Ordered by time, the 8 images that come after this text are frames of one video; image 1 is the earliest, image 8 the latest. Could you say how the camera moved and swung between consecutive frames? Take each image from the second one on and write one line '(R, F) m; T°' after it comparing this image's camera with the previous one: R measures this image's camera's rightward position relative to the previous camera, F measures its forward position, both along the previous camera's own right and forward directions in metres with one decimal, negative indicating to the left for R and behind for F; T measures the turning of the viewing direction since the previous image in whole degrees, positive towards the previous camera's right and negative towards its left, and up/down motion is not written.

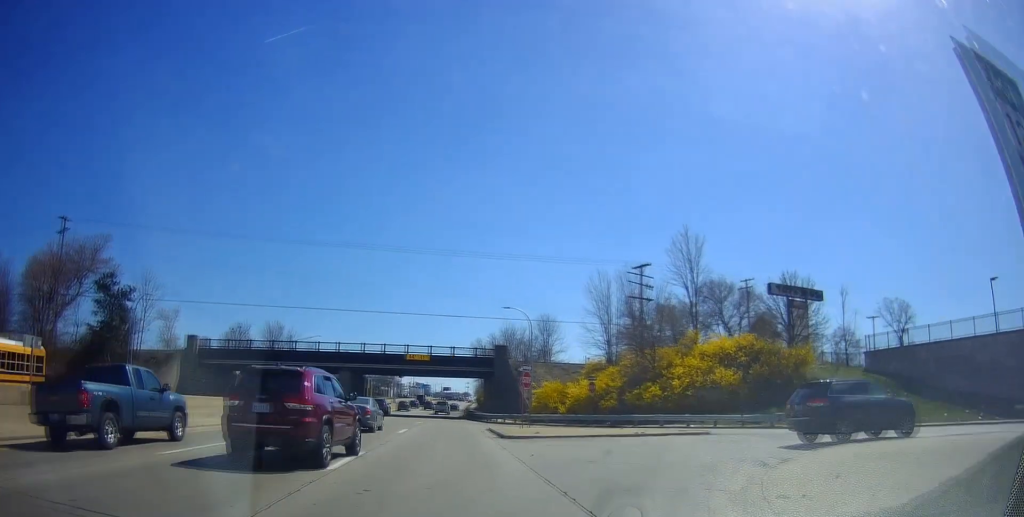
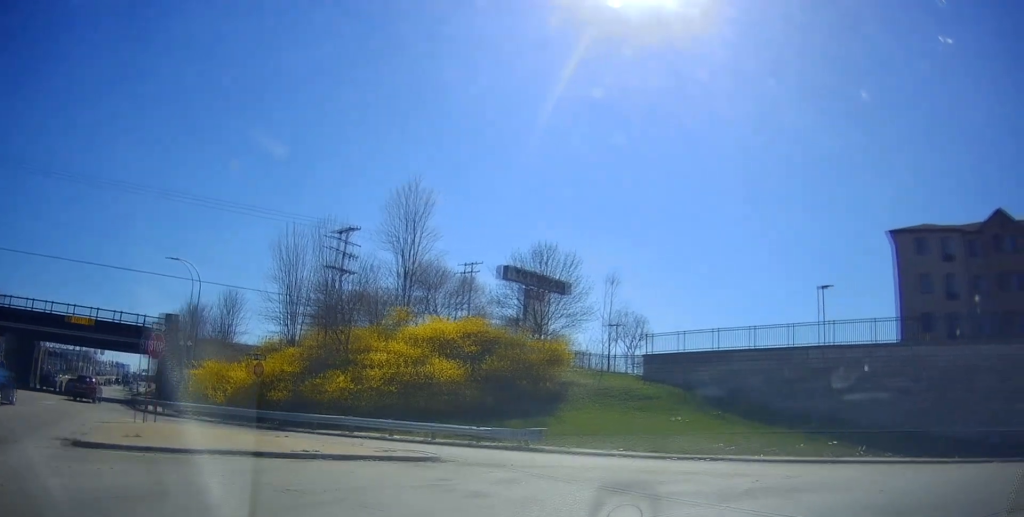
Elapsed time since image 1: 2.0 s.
(+1.6, +14.8) m; +27°
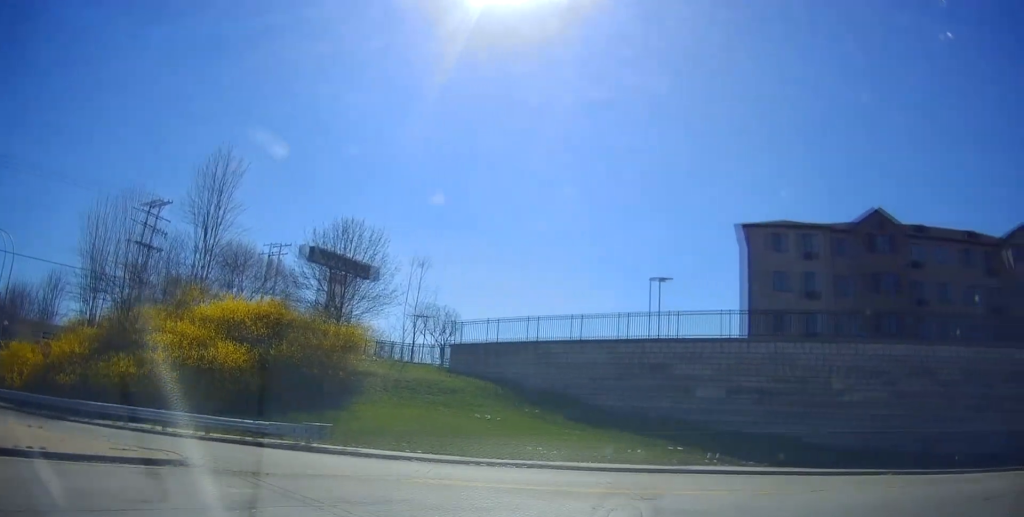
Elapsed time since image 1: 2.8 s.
(+0.5, +3.9) m; +27°
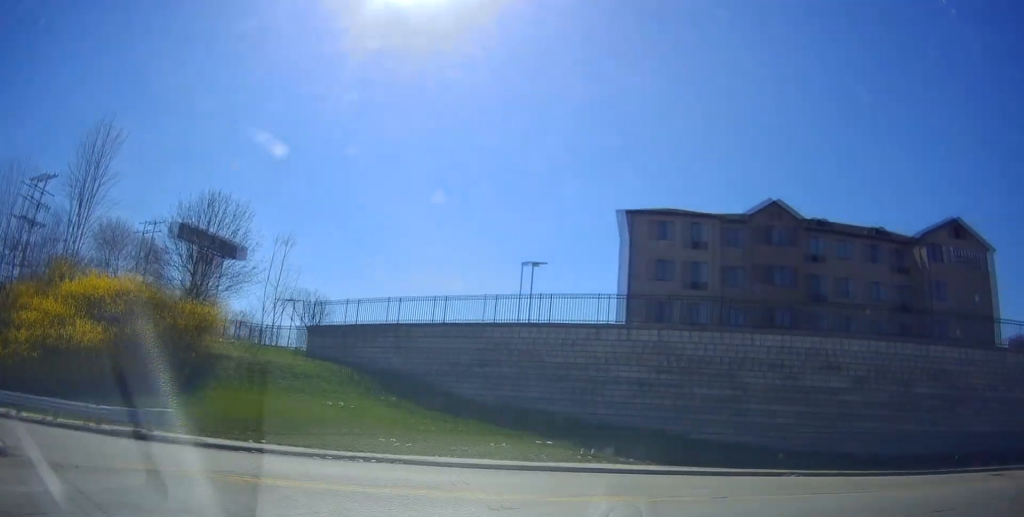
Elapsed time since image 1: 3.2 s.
(+0.7, +2.0) m; +18°
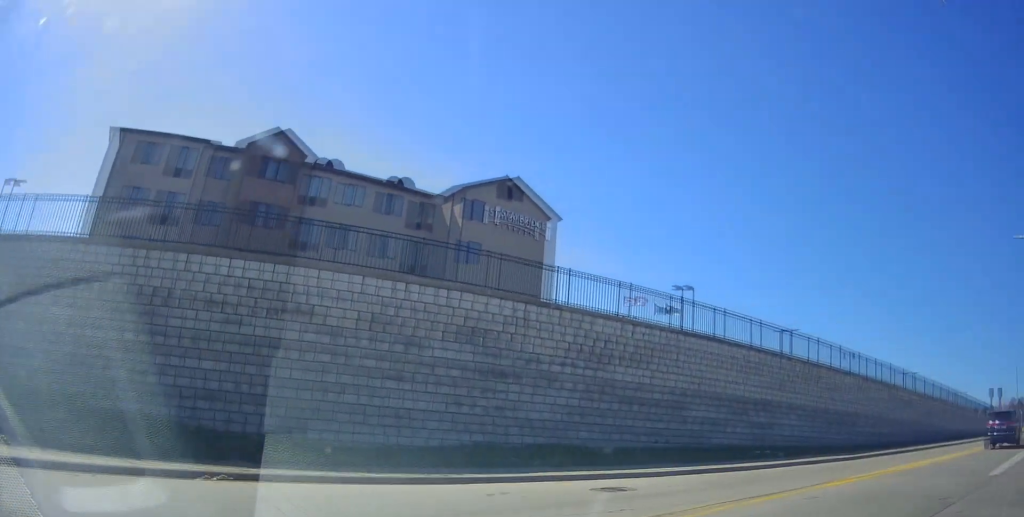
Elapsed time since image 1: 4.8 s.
(+2.7, +5.5) m; +48°
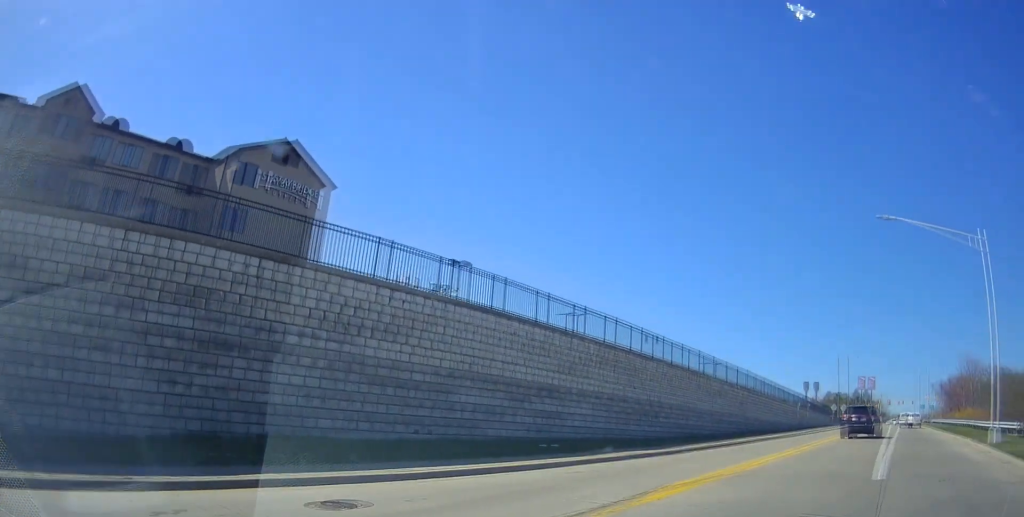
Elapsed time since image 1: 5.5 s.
(+0.2, +2.8) m; +16°
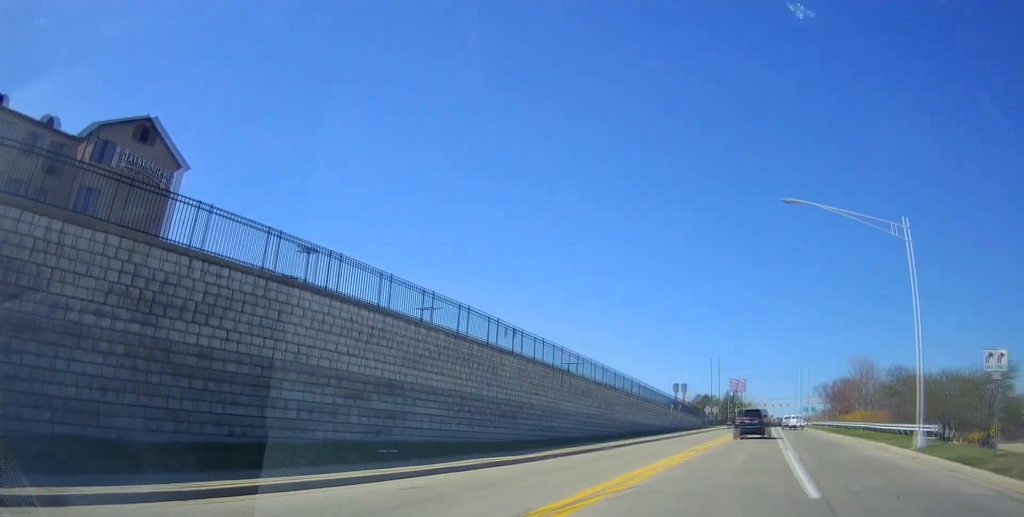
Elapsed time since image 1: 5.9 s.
(+0.4, +2.6) m; +10°
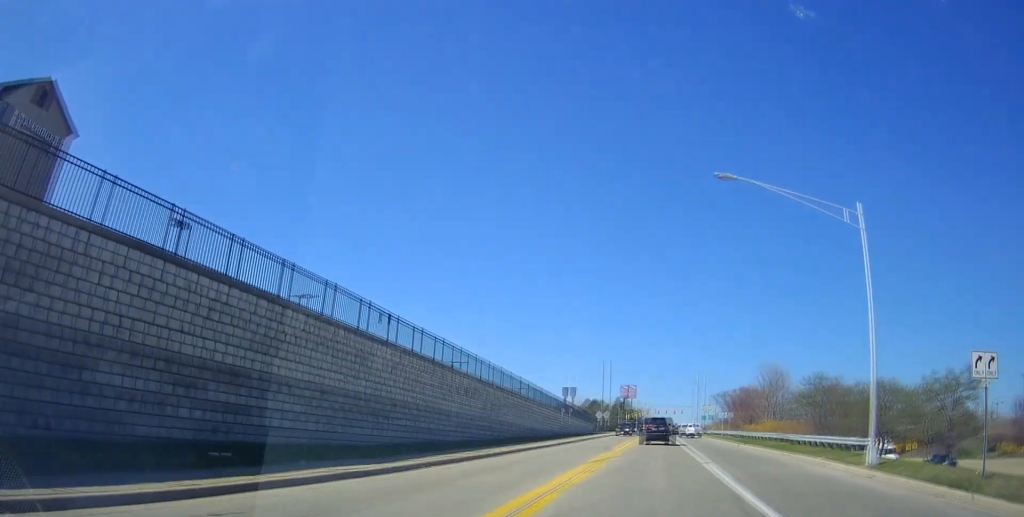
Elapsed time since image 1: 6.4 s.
(0.0, +2.9) m; +11°
